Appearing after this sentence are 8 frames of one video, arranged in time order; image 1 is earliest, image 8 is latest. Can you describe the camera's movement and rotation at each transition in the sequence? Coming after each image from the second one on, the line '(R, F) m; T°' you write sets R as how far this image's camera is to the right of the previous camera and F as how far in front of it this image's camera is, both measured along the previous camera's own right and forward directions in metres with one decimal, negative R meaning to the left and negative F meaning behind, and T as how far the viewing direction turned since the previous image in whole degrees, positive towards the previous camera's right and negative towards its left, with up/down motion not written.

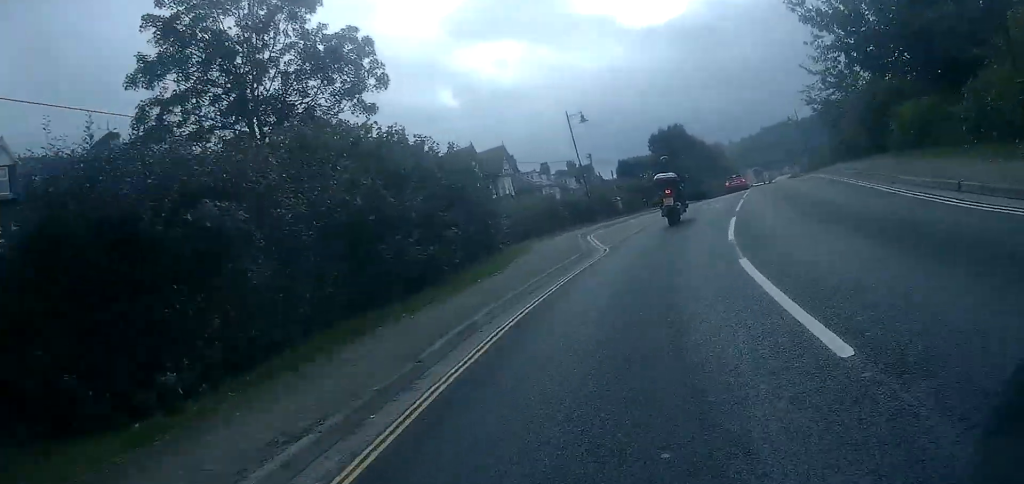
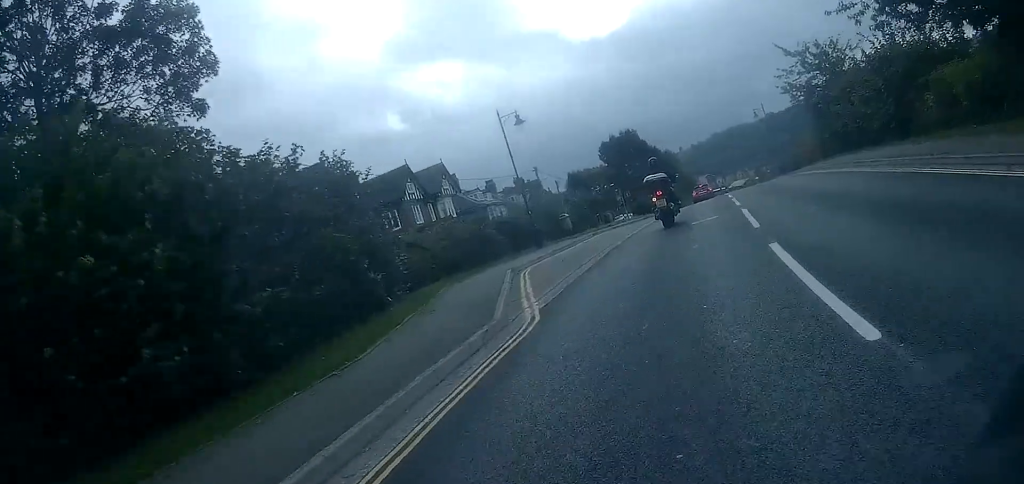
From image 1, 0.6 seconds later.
(+0.2, +5.9) m; +3°
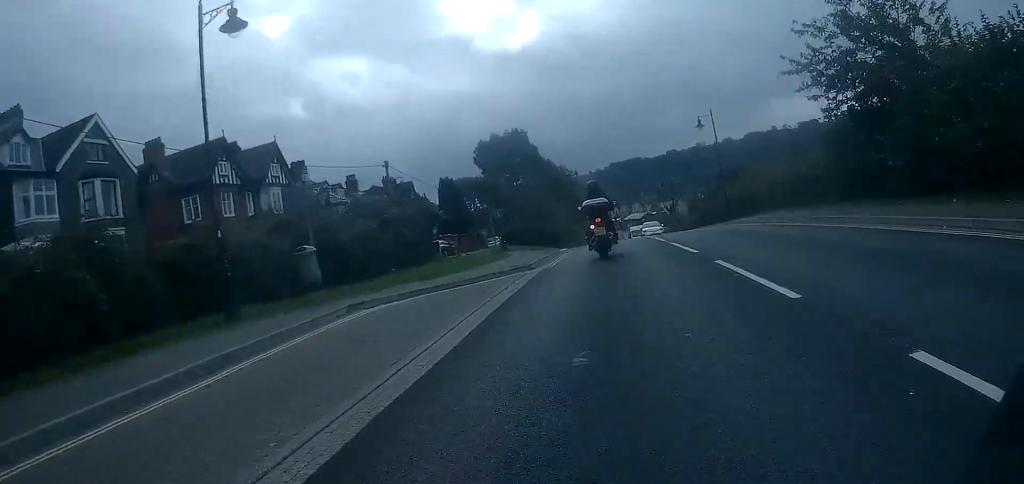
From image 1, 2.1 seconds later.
(+1.2, +15.9) m; +8°
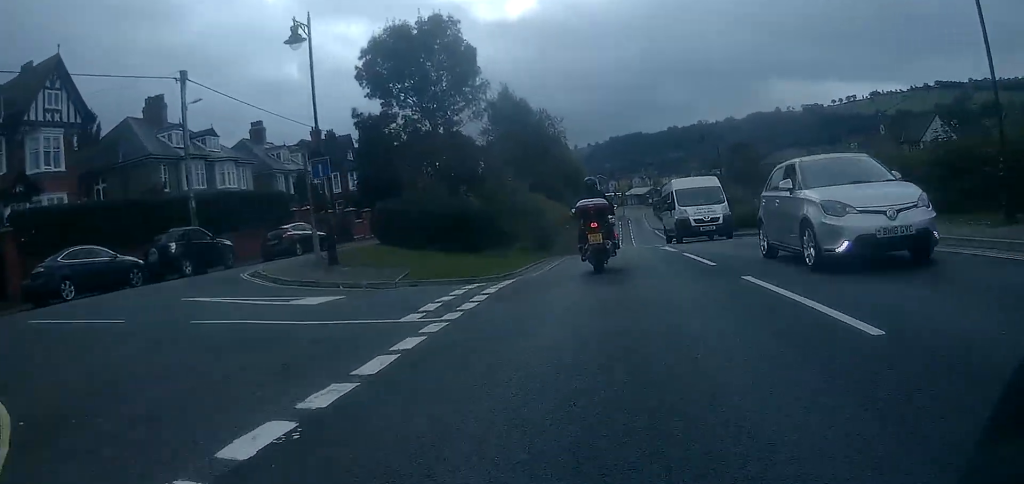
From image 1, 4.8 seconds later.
(+2.2, +25.6) m; +8°
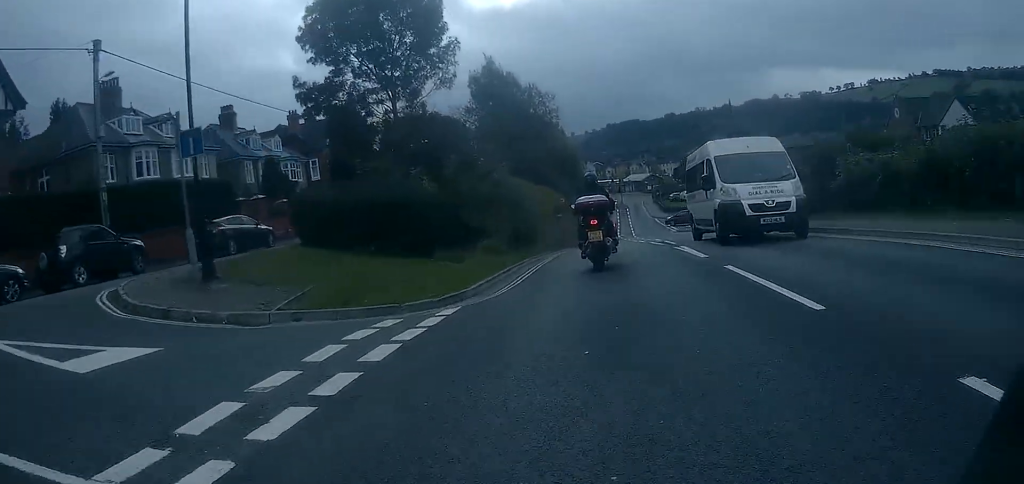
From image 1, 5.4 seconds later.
(0.0, +5.3) m; -1°
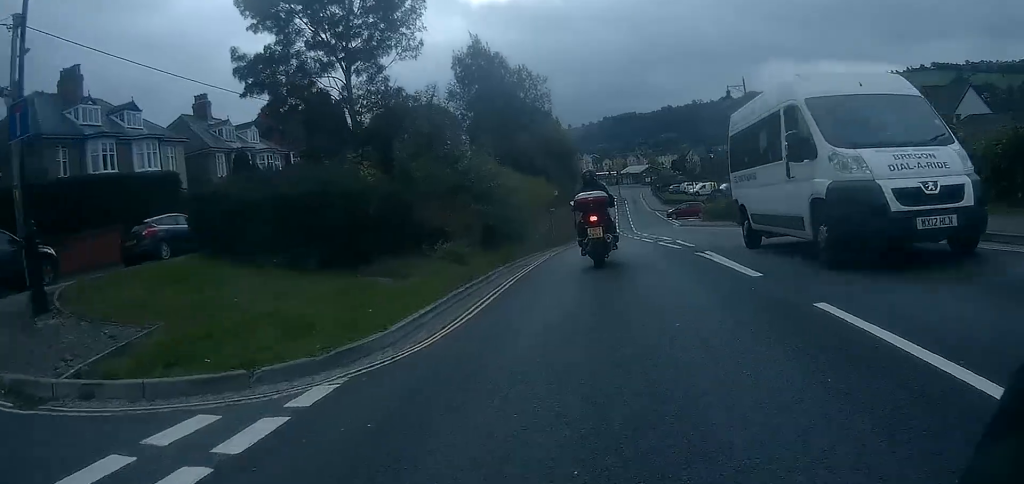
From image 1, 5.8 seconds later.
(0.0, +4.0) m; -2°
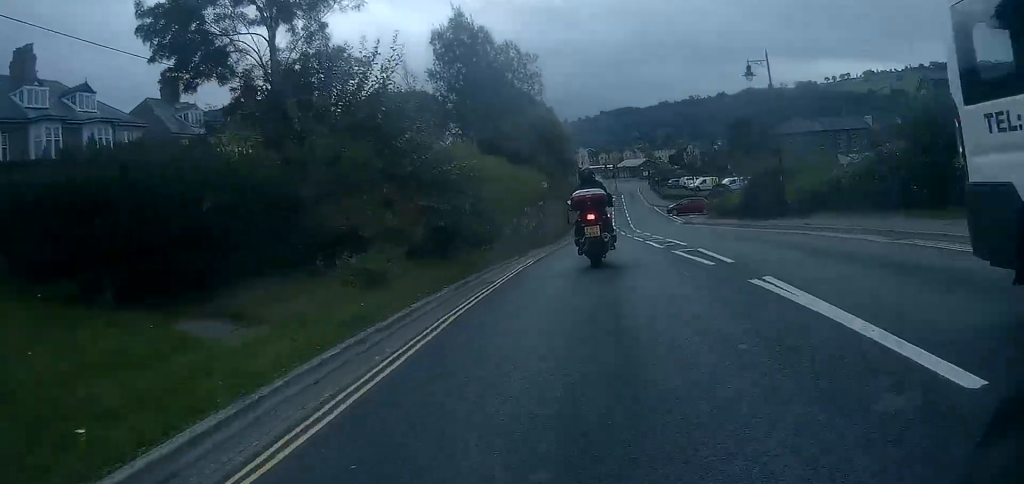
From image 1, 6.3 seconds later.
(-0.1, +4.5) m; -2°
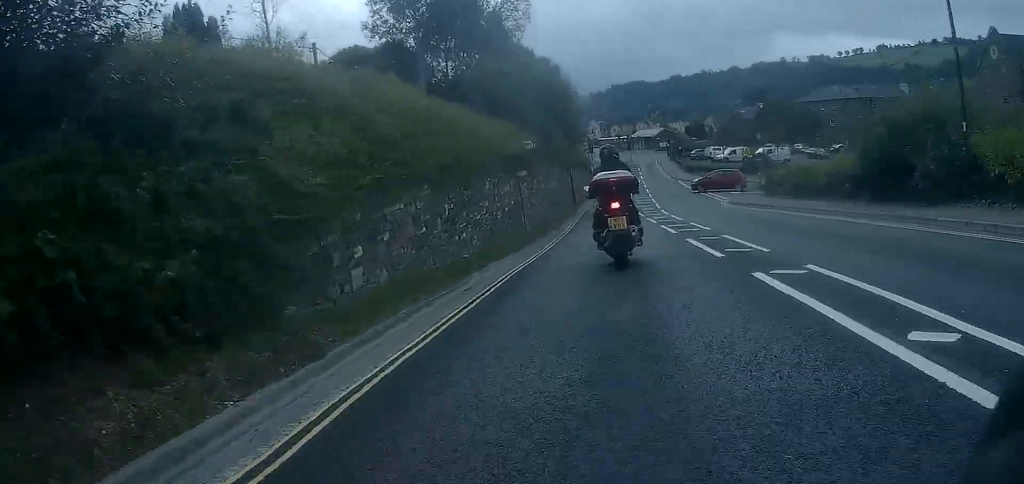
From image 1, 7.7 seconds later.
(-0.5, +11.8) m; -4°
